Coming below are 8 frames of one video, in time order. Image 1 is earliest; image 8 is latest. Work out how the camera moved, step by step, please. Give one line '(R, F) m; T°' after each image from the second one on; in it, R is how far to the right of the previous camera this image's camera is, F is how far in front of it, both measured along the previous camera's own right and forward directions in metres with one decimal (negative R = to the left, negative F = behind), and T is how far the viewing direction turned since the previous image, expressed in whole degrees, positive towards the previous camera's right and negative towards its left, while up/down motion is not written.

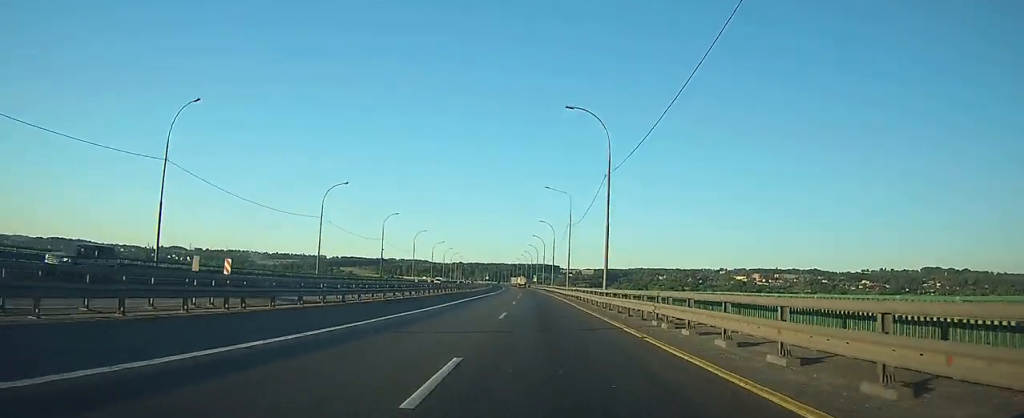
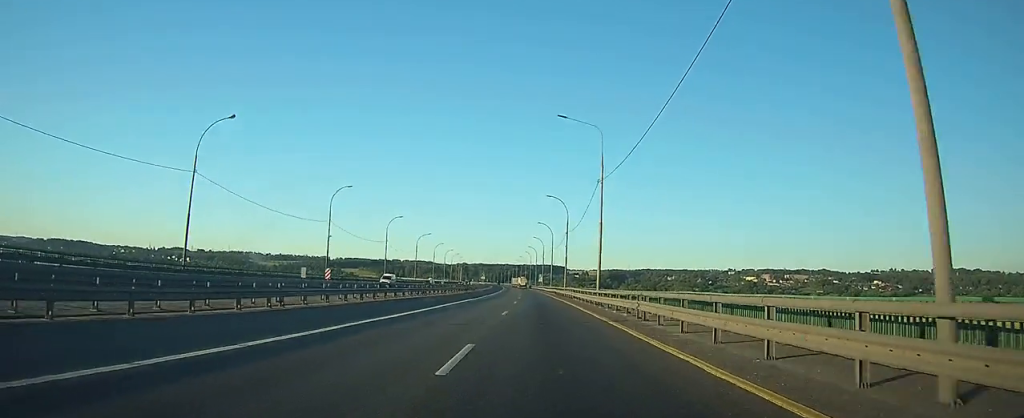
(-0.1, +29.5) m; 0°
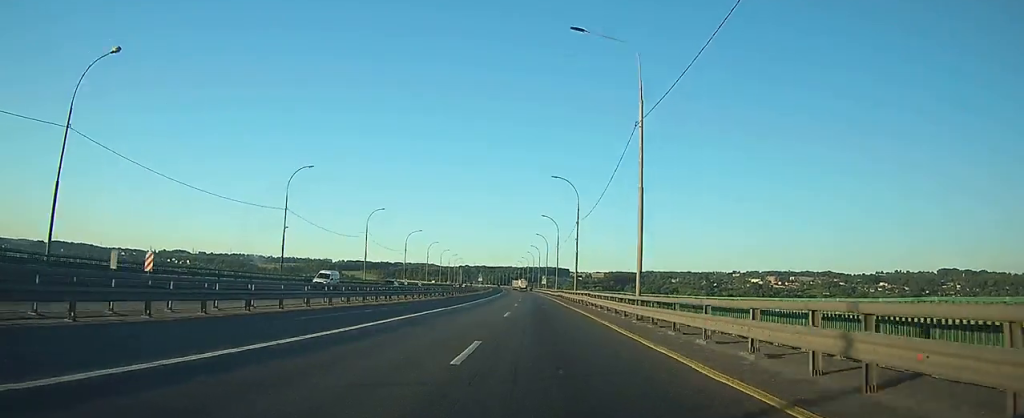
(0.0, +14.4) m; 0°
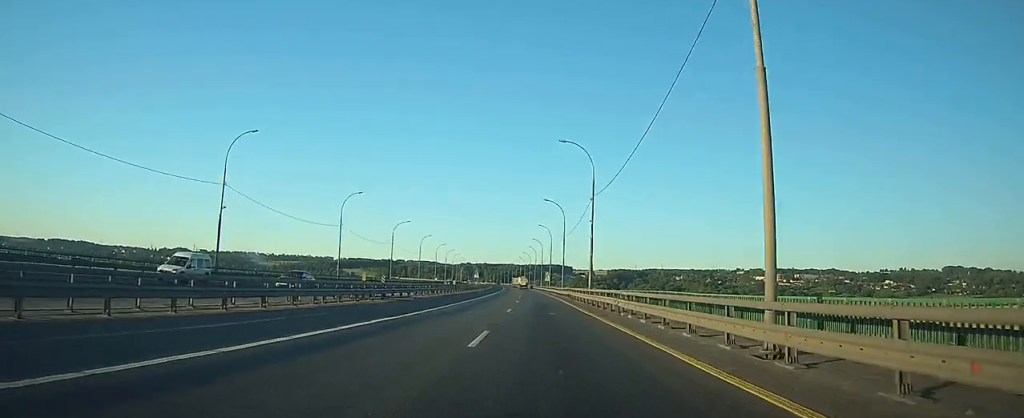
(0.0, +13.5) m; 0°
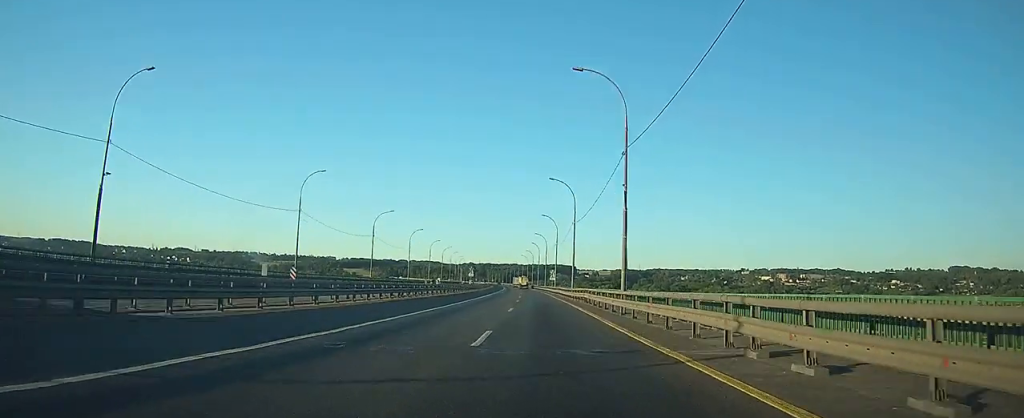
(0.0, +15.4) m; 0°
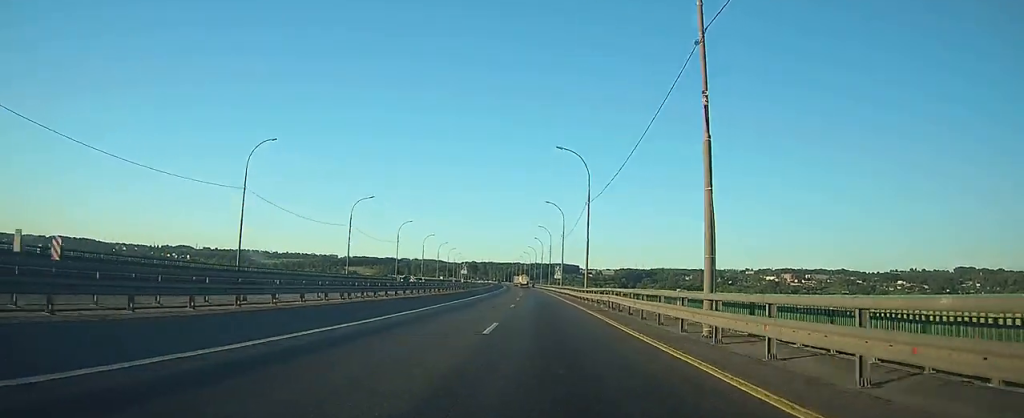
(0.0, +13.6) m; 0°
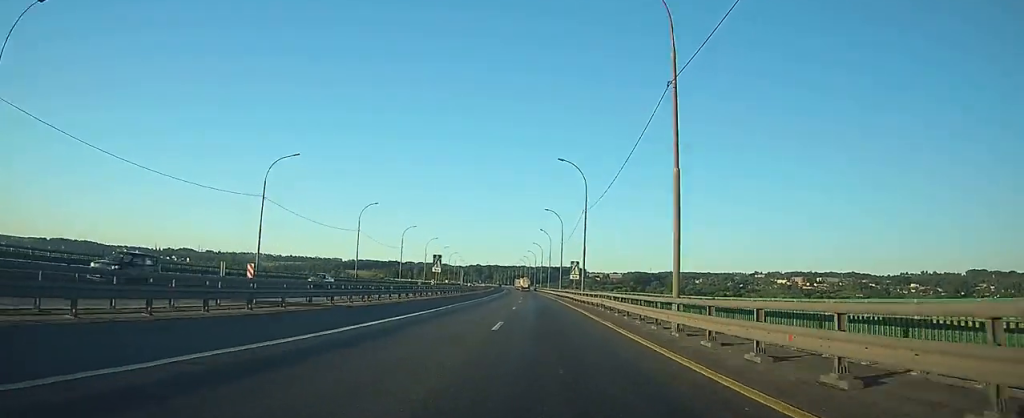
(-0.2, +29.3) m; -1°
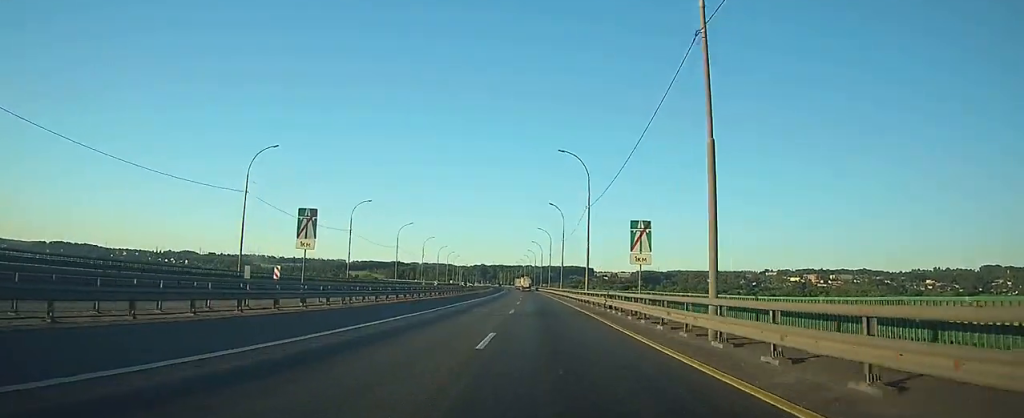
(-0.3, +36.9) m; -1°
